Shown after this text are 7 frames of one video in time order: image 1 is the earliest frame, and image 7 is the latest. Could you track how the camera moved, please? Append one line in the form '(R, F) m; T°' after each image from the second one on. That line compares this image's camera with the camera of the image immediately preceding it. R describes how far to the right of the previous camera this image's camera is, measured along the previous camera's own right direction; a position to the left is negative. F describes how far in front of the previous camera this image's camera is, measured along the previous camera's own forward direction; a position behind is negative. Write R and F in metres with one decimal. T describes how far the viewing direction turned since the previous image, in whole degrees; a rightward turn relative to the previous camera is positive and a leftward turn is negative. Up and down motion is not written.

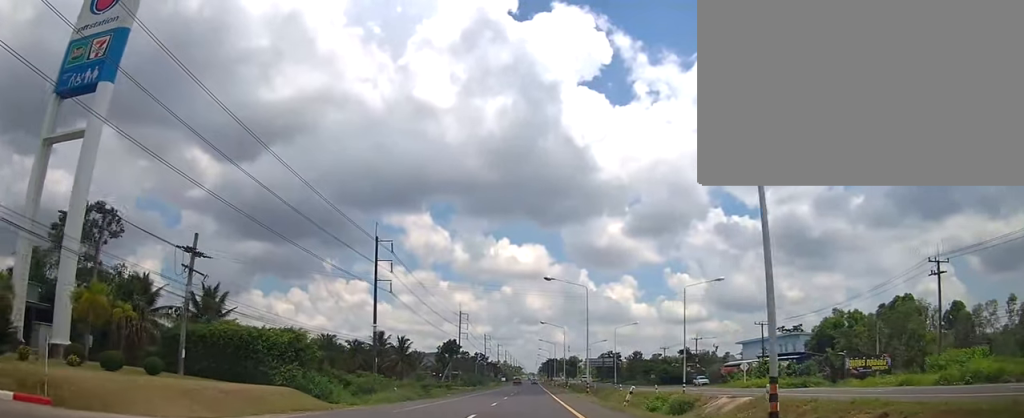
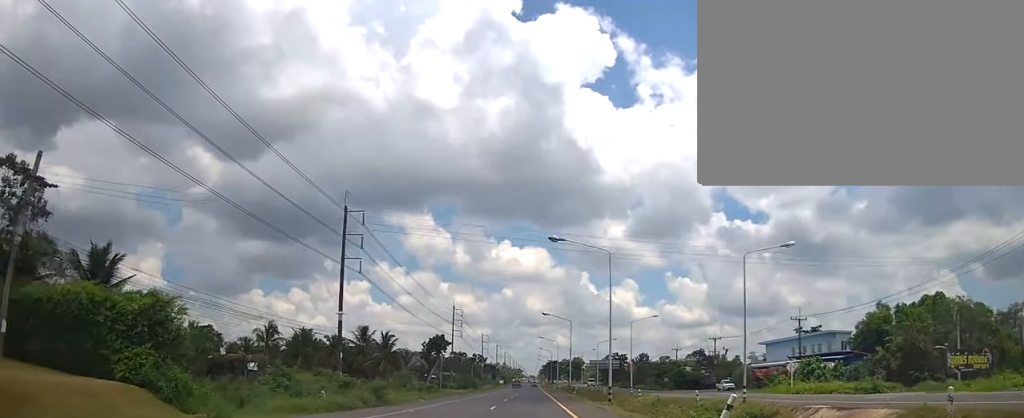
(0.0, +13.1) m; 0°
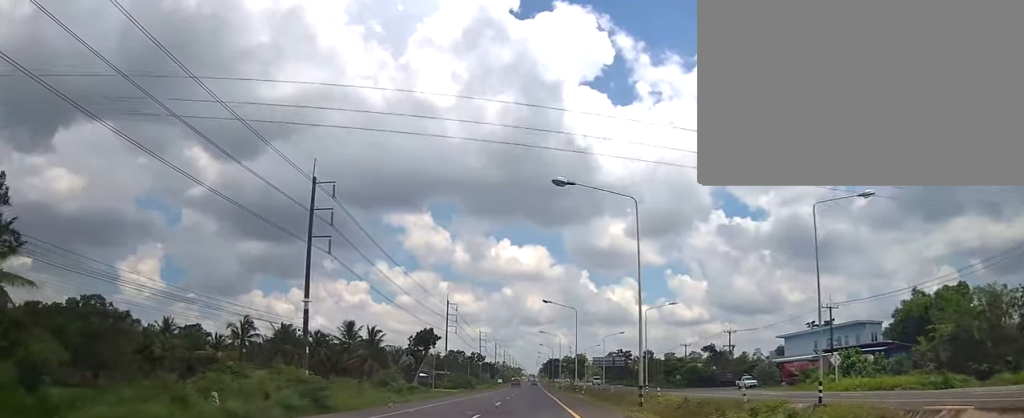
(-0.2, +9.0) m; 0°
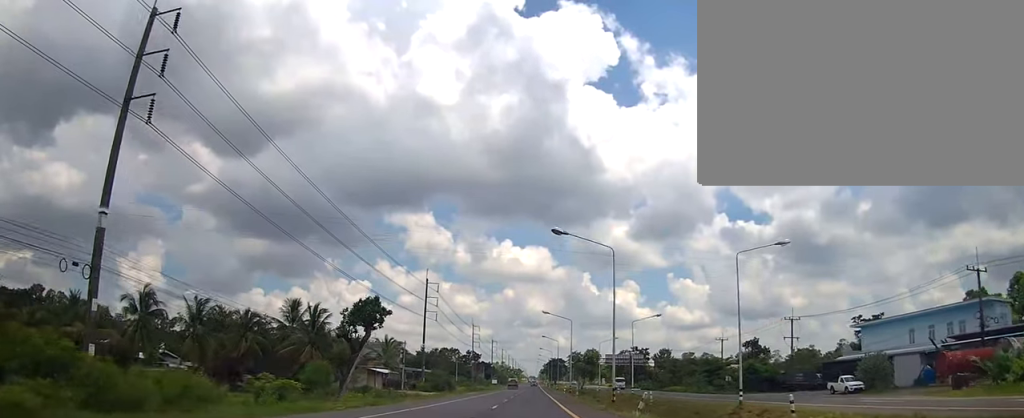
(+0.3, +26.2) m; 0°
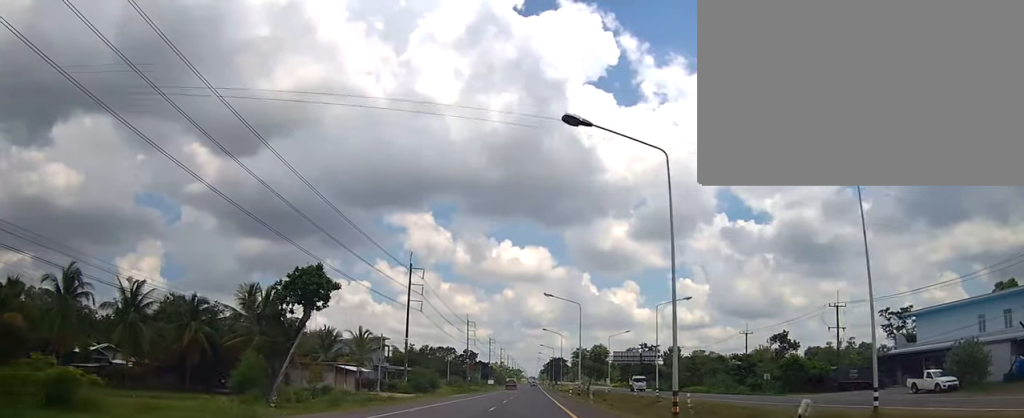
(-0.1, +13.1) m; 0°
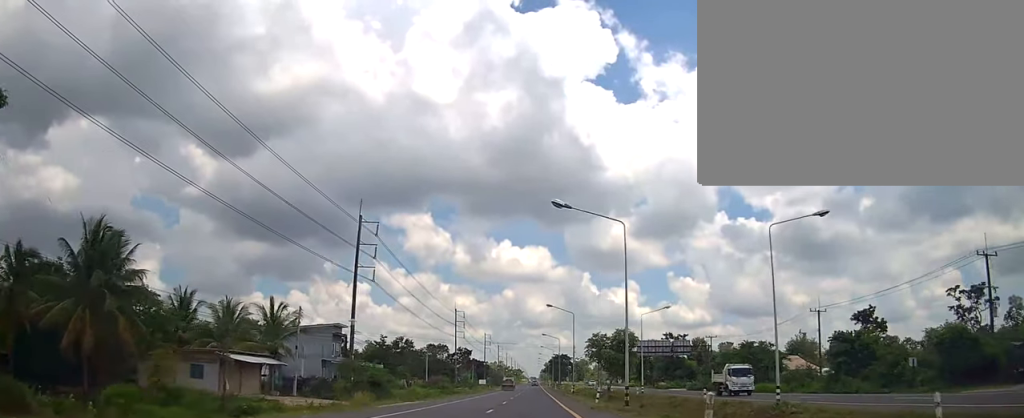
(-0.3, +26.5) m; 0°
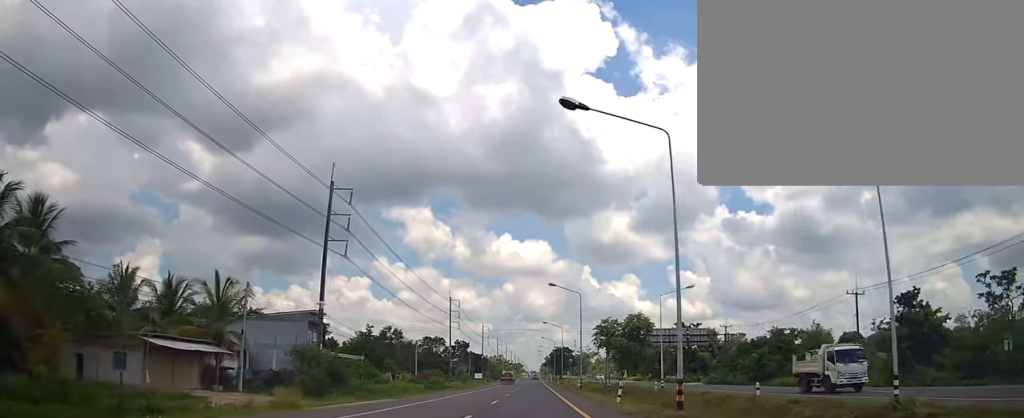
(0.0, +9.2) m; 0°
